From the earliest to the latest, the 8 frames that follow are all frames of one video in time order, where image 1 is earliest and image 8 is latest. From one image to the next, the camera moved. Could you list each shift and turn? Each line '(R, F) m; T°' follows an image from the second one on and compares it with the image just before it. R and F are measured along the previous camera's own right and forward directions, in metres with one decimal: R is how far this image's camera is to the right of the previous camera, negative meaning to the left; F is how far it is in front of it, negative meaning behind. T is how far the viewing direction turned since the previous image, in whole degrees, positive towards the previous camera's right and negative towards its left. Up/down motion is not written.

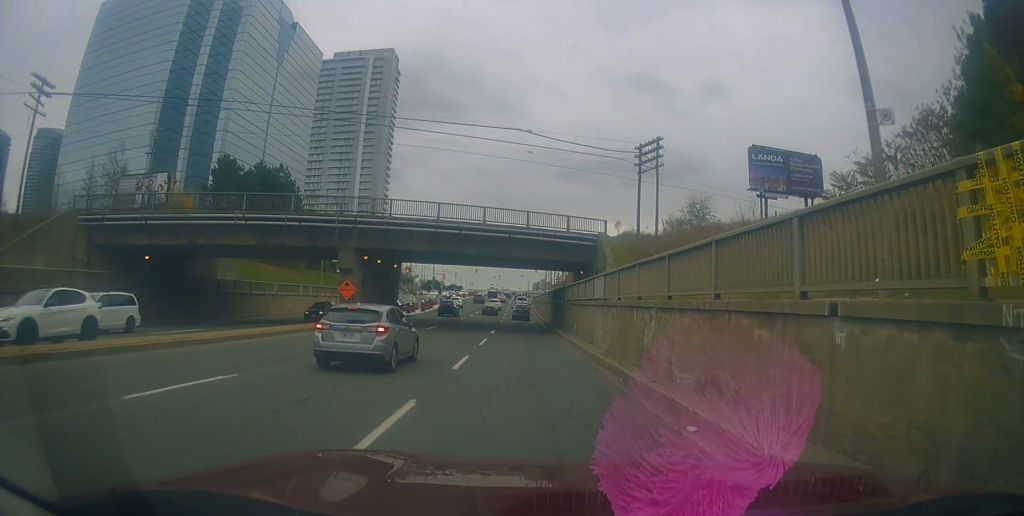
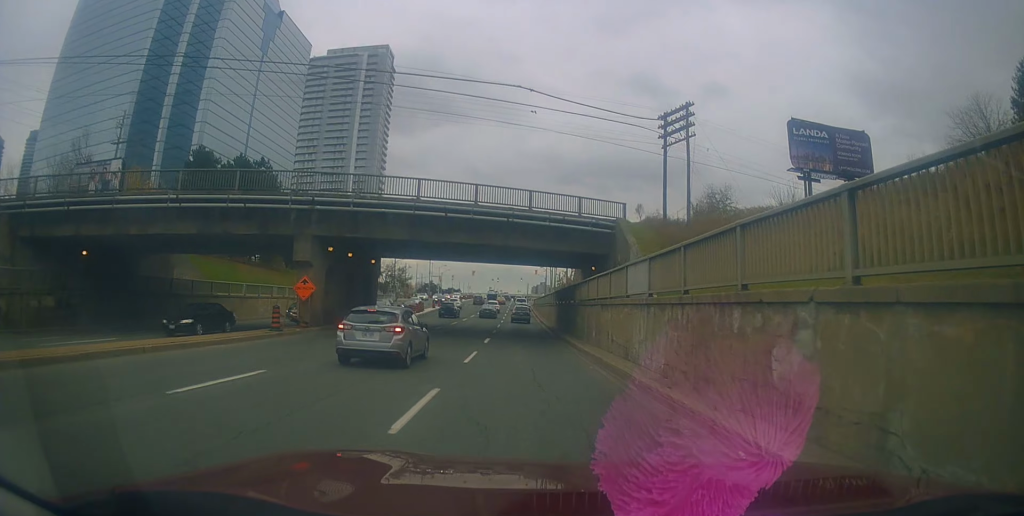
(+0.1, +6.8) m; +1°
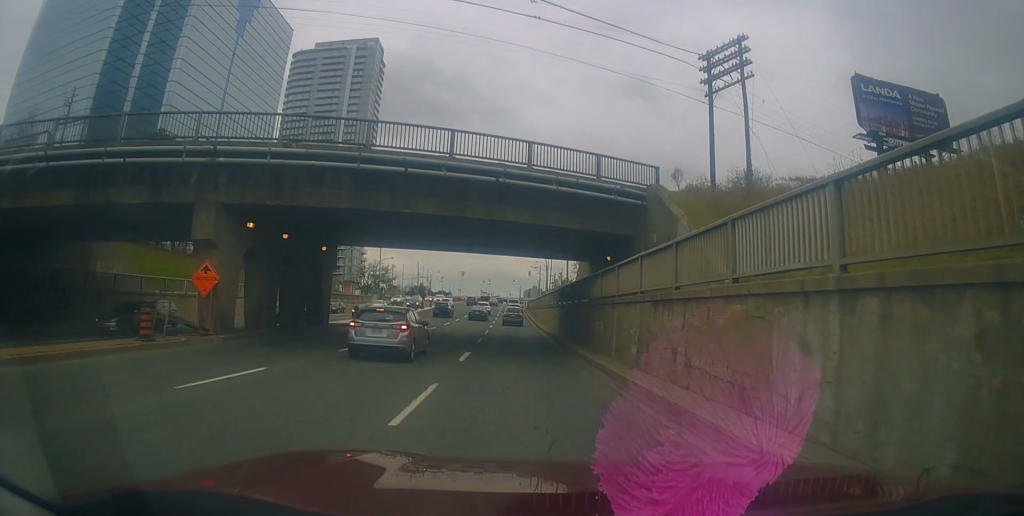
(0.0, +8.7) m; 0°
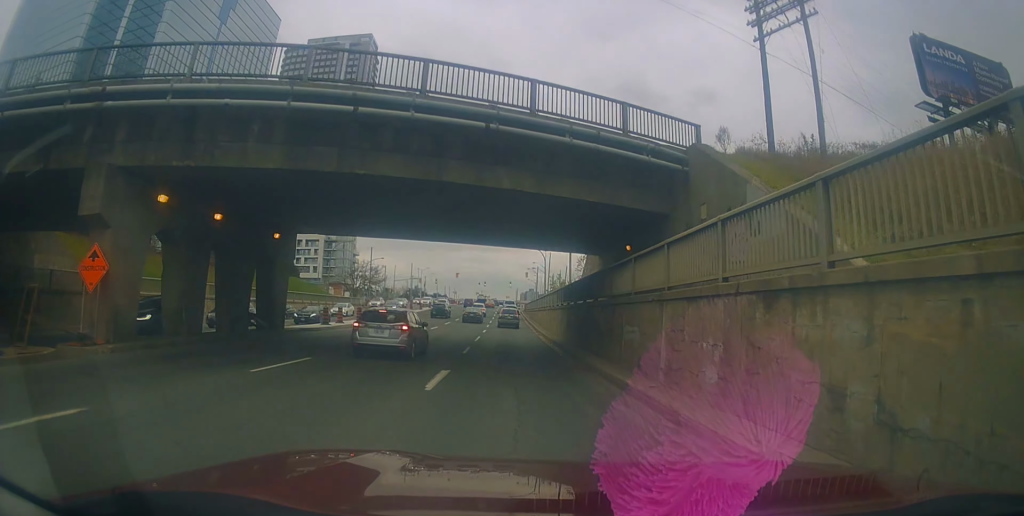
(0.0, +6.0) m; -1°
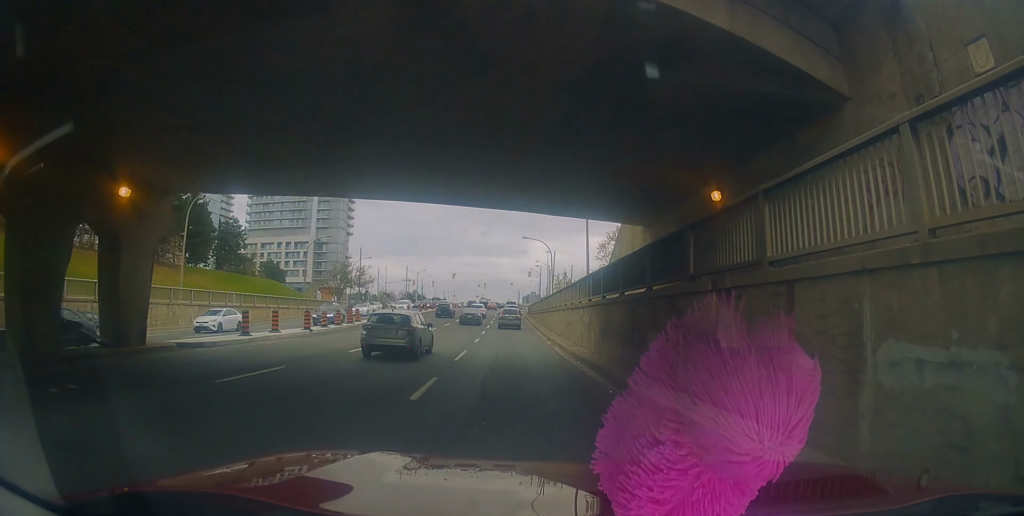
(-0.1, +11.2) m; 0°
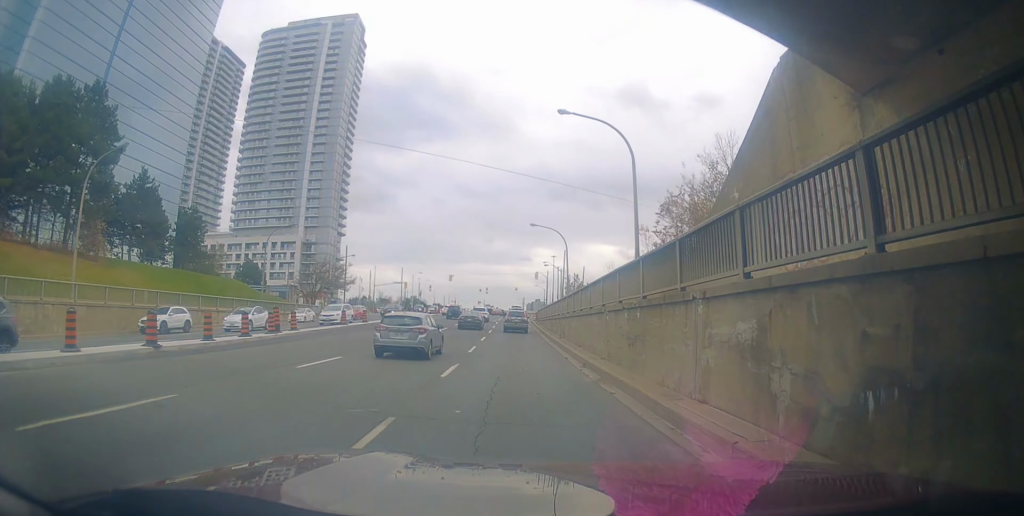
(+0.1, +14.8) m; 0°
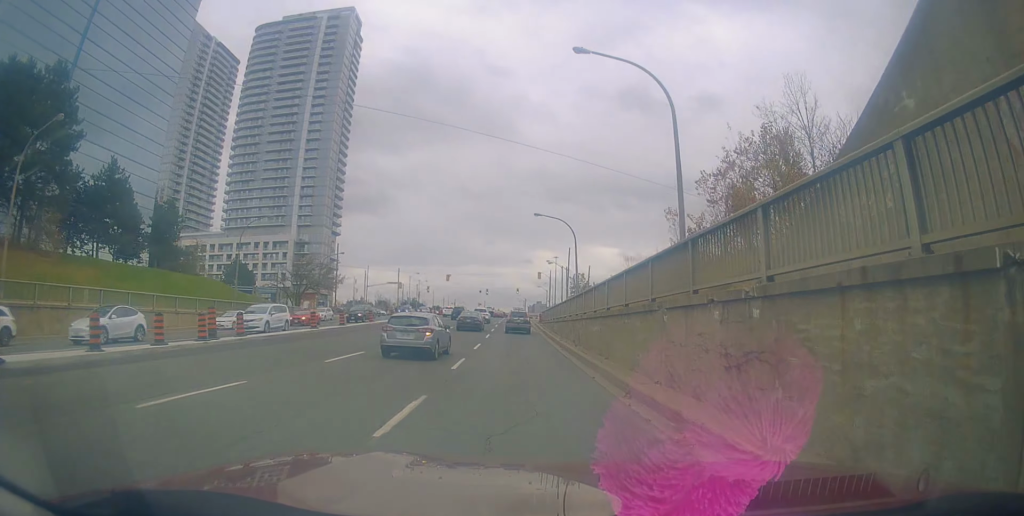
(-0.1, +6.6) m; 0°
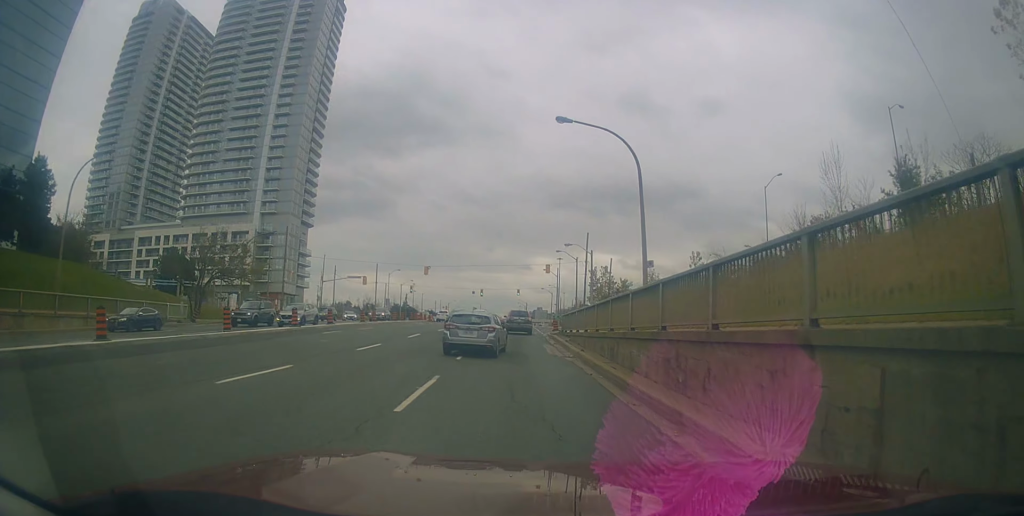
(-0.4, +24.4) m; -4°
